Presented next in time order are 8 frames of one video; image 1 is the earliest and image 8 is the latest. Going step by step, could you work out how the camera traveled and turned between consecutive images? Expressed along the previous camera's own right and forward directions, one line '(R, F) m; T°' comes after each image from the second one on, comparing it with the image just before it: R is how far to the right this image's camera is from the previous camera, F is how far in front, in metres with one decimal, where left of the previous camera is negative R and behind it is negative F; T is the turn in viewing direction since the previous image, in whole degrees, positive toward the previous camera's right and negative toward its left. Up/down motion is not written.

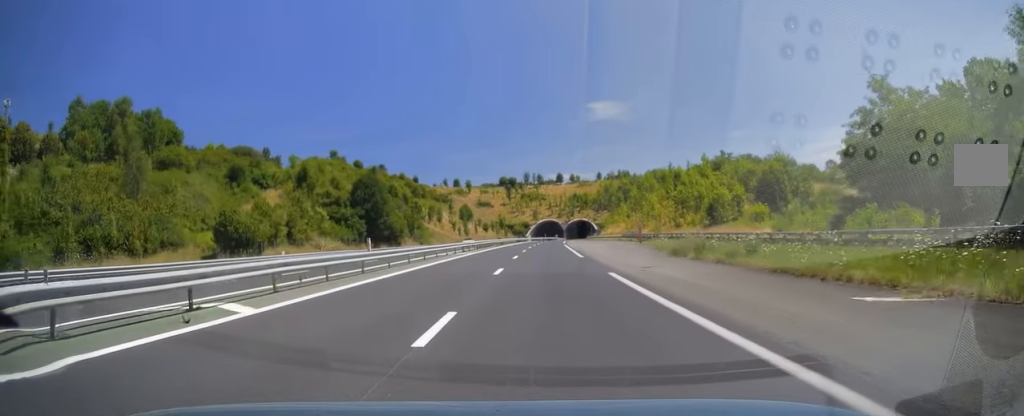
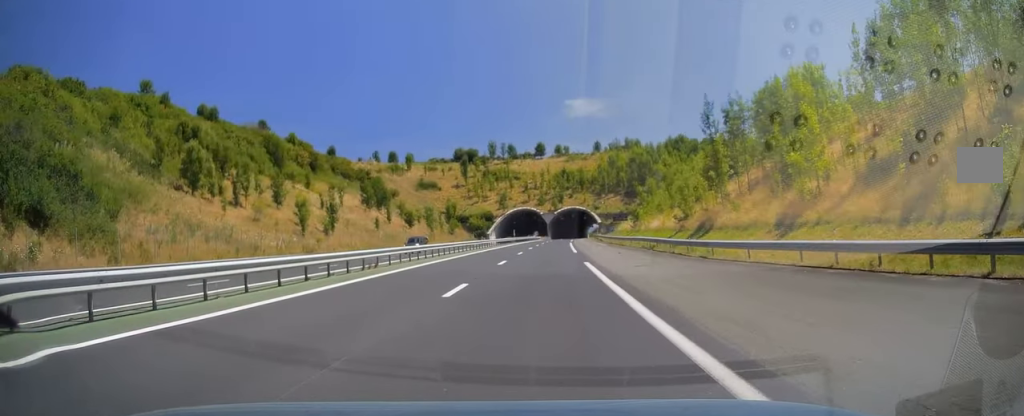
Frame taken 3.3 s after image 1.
(+1.6, +97.8) m; +2°
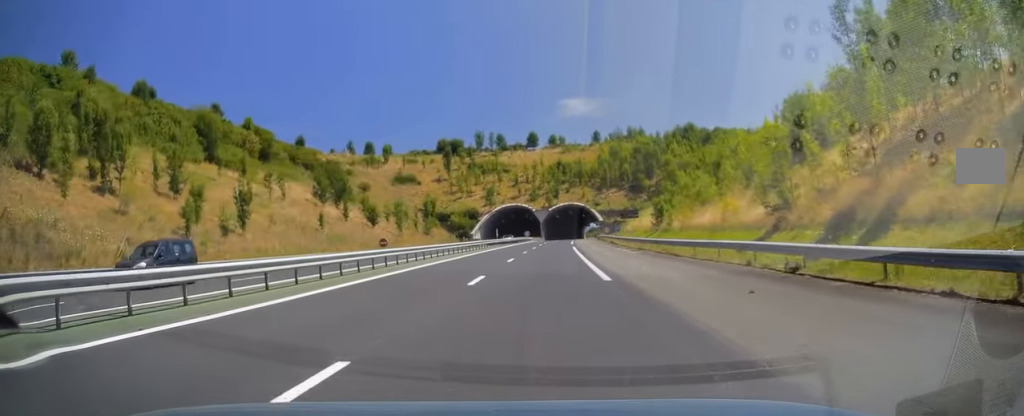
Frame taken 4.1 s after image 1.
(+0.1, +22.7) m; 0°
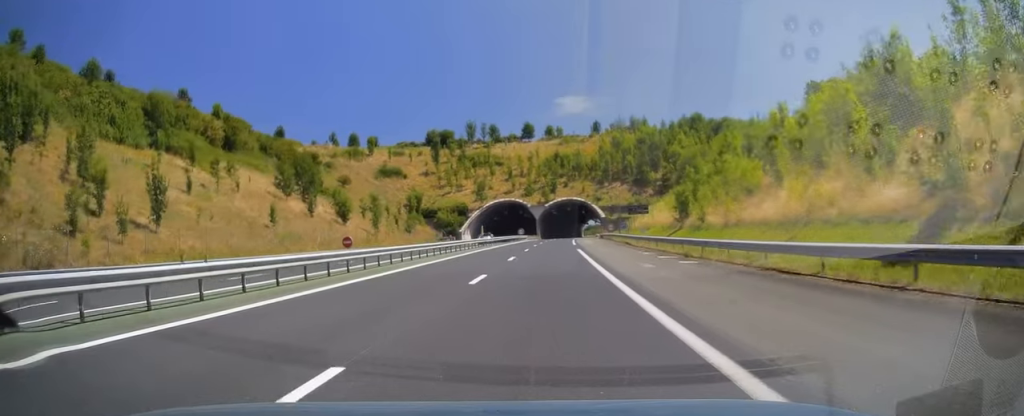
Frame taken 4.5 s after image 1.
(0.0, +13.3) m; 0°
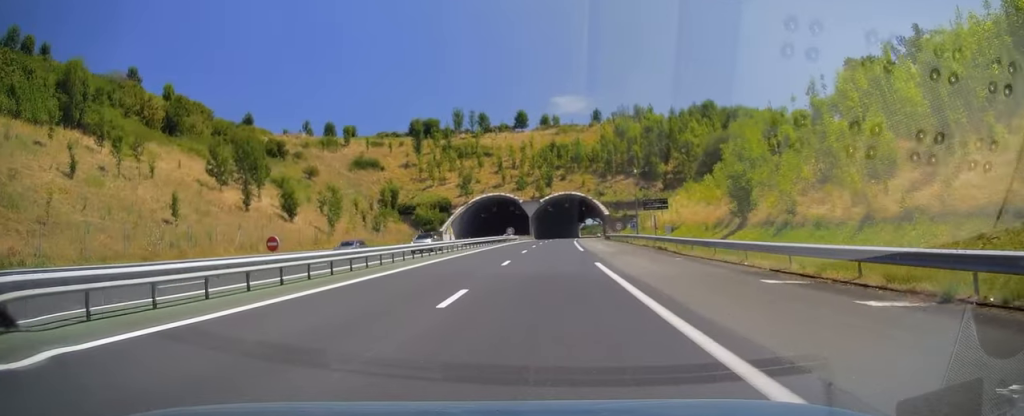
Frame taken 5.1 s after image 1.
(0.0, +17.8) m; 0°
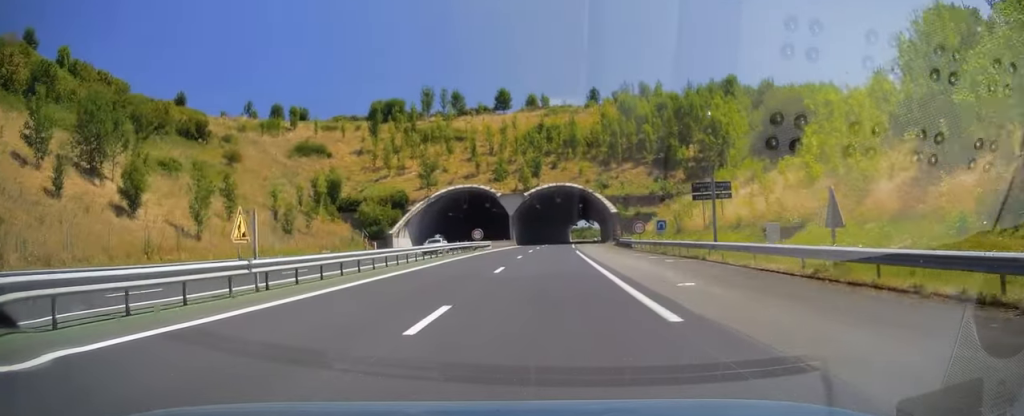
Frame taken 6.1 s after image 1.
(+0.2, +28.7) m; +1°
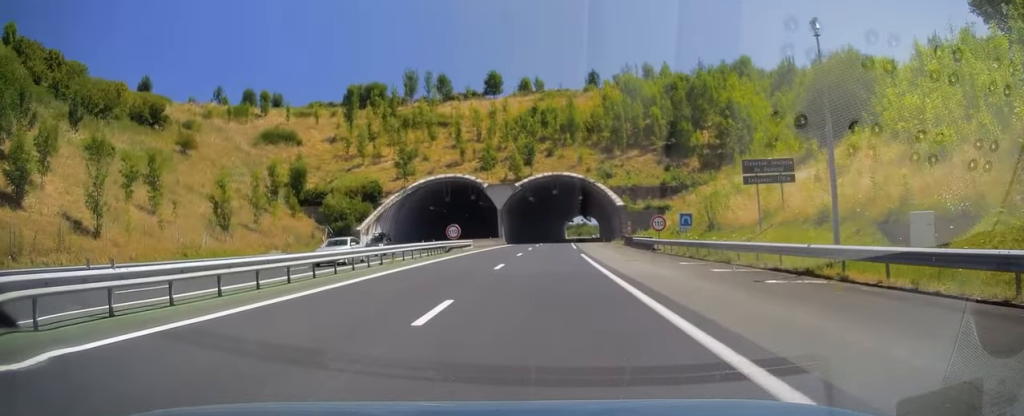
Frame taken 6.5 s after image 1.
(0.0, +12.3) m; +1°
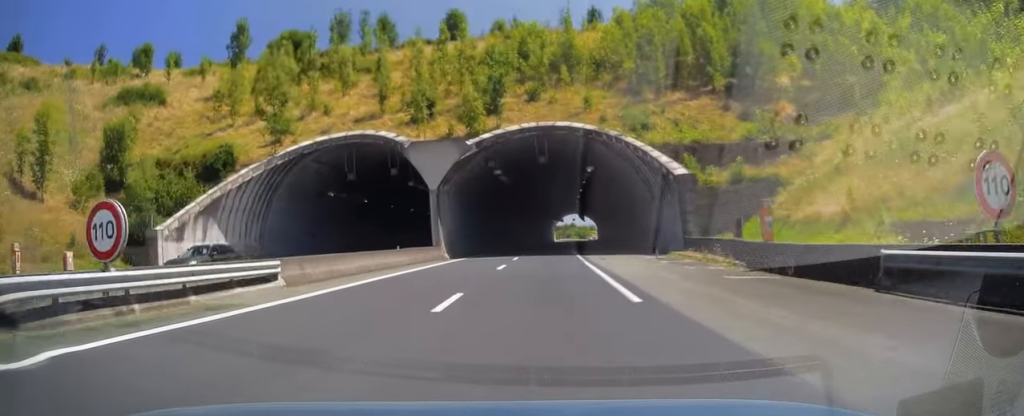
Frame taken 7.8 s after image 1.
(+0.6, +37.0) m; +1°
